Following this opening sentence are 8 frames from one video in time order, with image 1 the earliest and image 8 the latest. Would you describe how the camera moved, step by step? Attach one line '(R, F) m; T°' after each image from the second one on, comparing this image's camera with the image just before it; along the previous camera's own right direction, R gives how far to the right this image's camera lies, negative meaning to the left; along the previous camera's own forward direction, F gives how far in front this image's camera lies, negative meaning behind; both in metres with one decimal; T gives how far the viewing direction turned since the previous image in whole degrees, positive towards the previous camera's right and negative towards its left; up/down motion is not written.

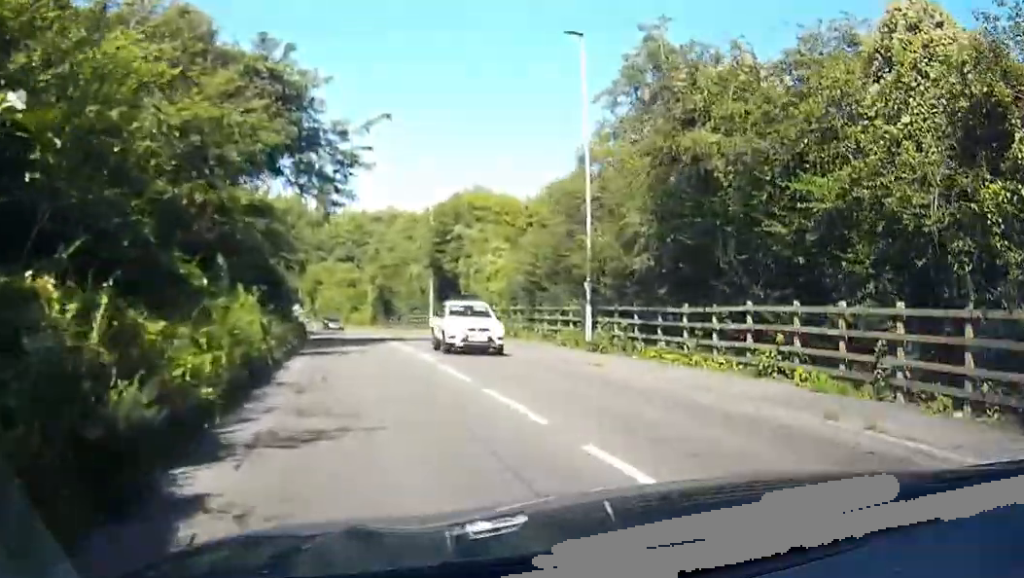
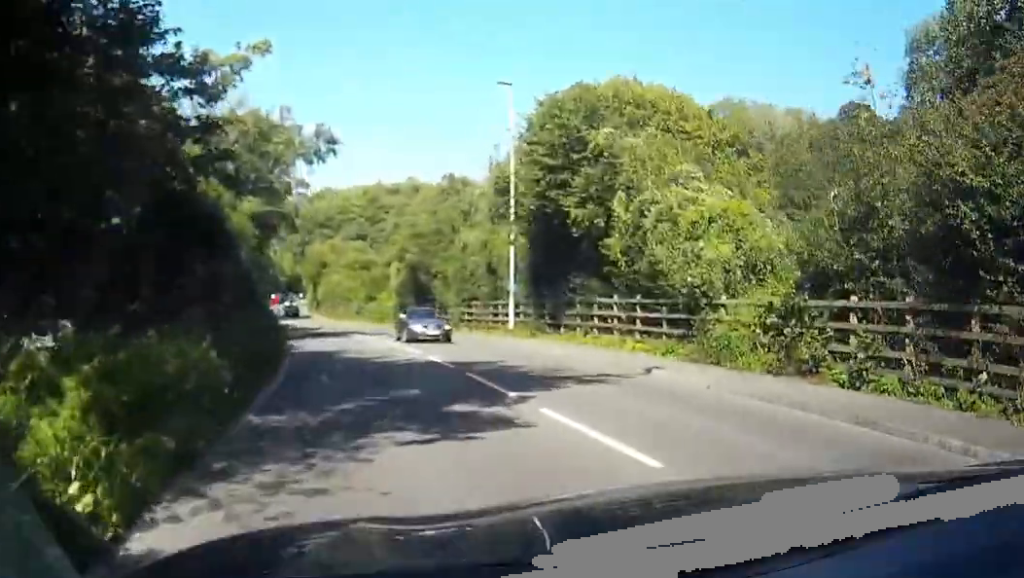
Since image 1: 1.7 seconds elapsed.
(-0.4, +26.5) m; -2°
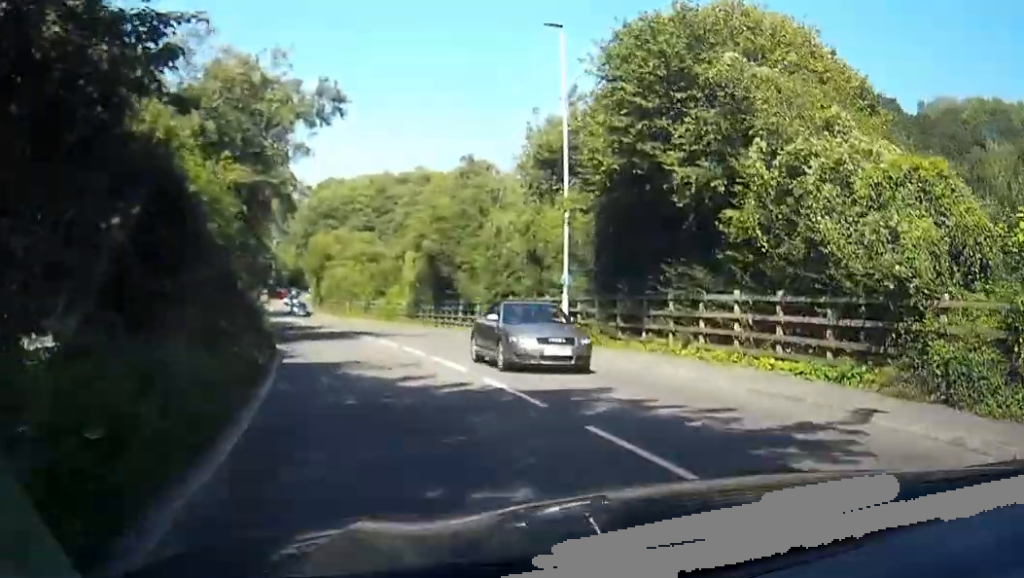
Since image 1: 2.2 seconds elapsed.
(0.0, +7.9) m; -1°
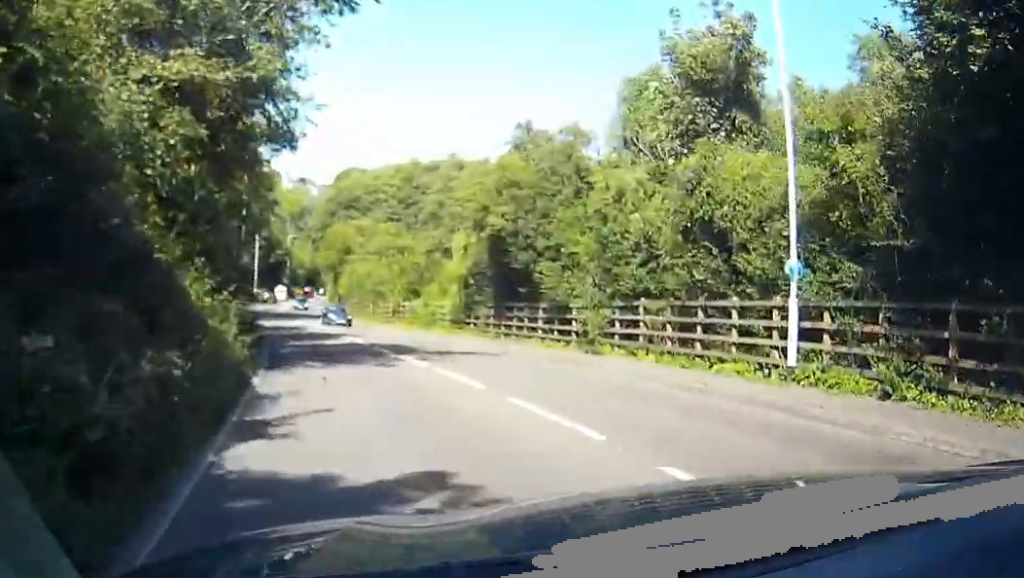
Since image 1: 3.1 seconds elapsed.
(-0.1, +14.0) m; -1°
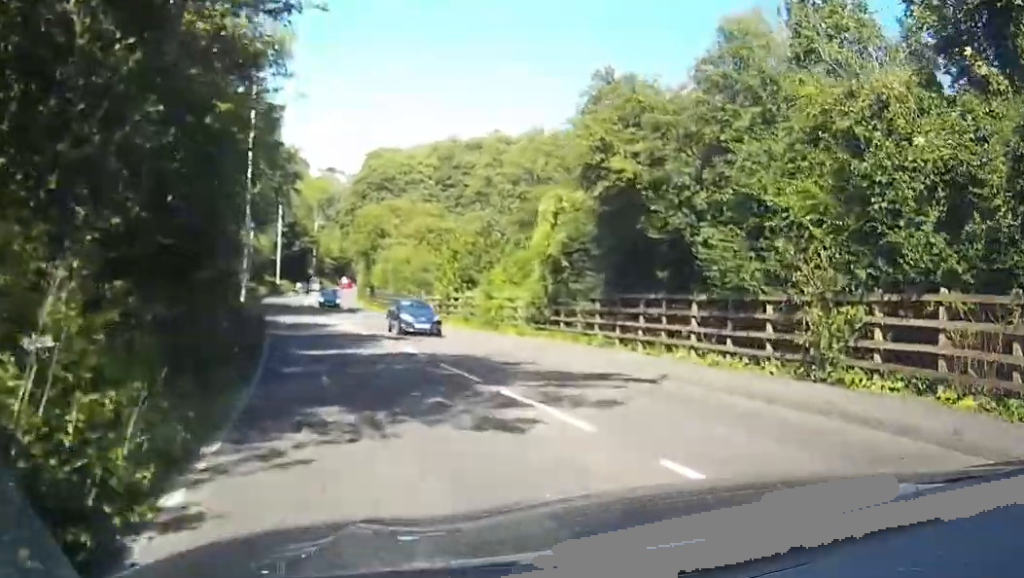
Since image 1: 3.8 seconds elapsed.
(-0.1, +11.4) m; -1°
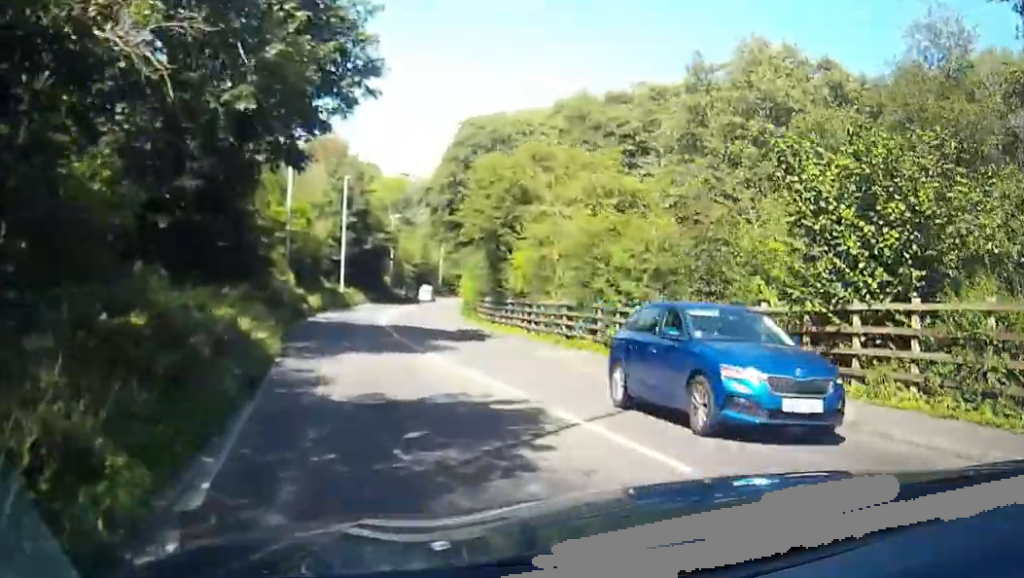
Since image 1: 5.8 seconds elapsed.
(-1.3, +31.9) m; -4°
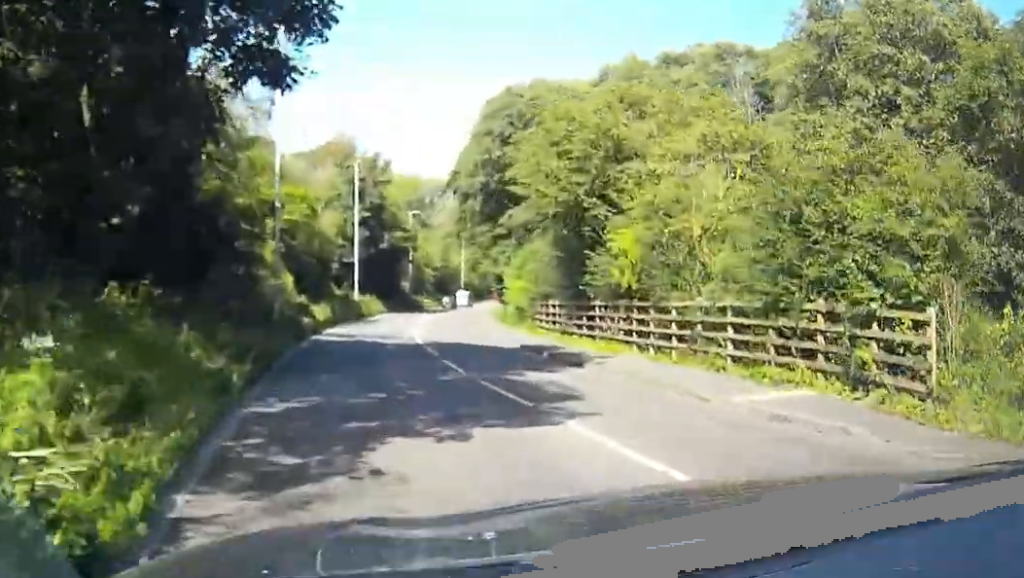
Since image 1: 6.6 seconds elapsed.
(-0.1, +12.6) m; 0°
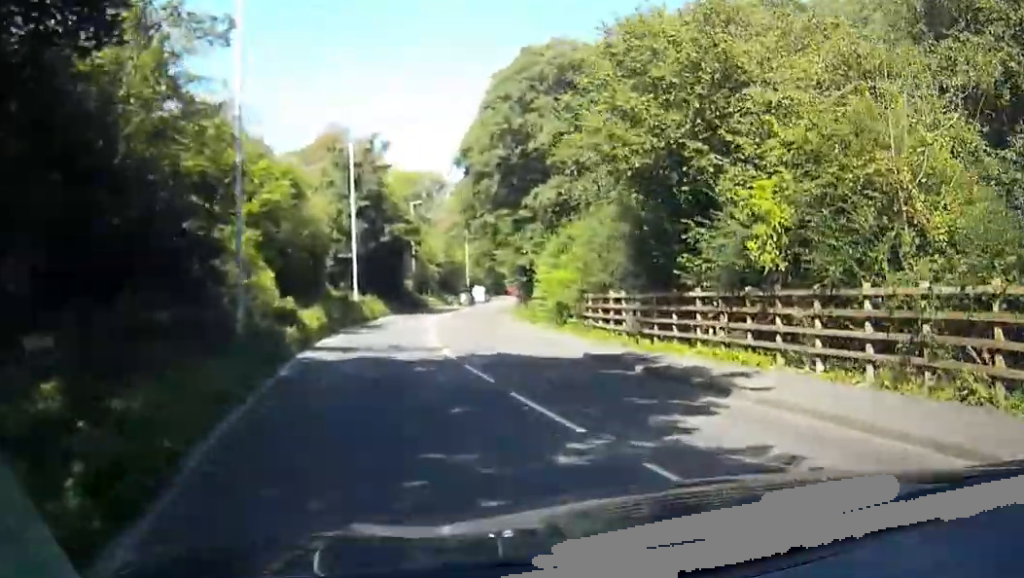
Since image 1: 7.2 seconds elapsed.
(0.0, +8.8) m; 0°
